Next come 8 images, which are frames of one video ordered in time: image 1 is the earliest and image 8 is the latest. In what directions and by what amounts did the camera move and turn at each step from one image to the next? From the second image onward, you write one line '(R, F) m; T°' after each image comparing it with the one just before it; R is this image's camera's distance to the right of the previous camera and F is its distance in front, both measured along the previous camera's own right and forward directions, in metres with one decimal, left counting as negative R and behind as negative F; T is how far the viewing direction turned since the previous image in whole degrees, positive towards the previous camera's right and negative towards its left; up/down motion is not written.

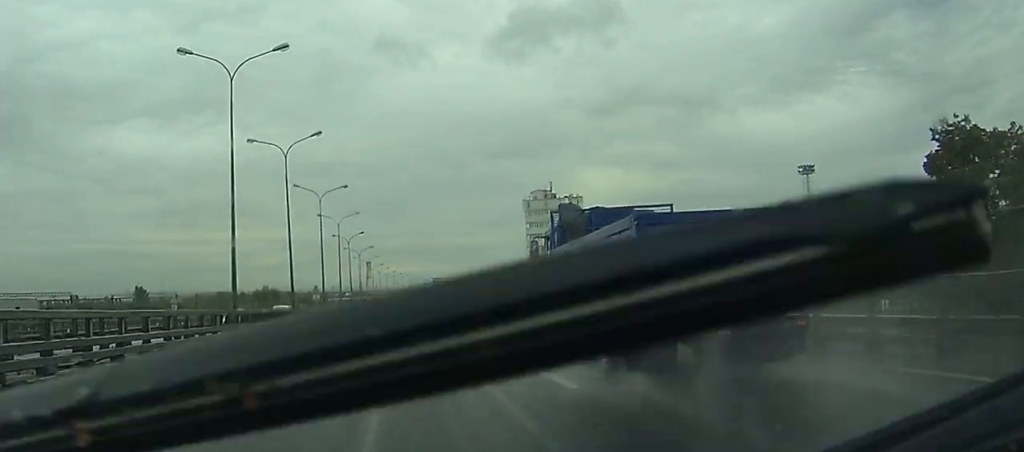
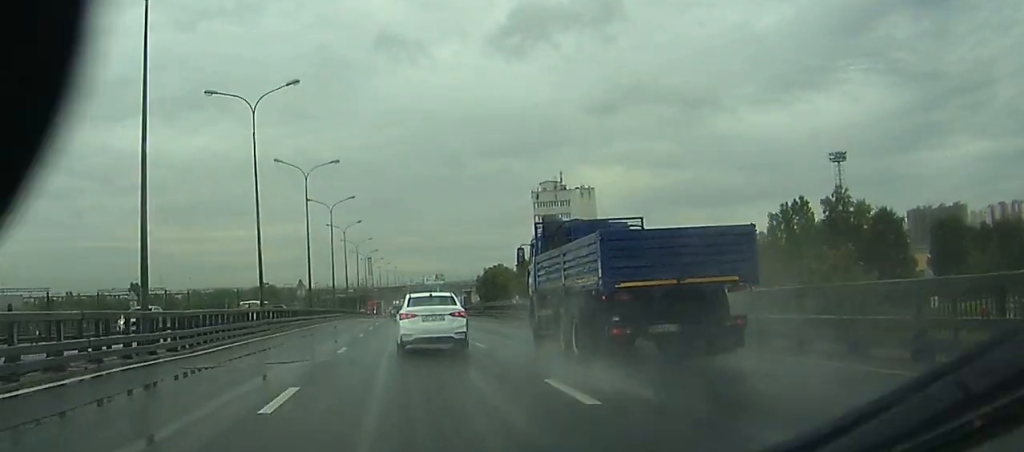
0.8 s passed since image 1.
(0.0, +13.5) m; 0°
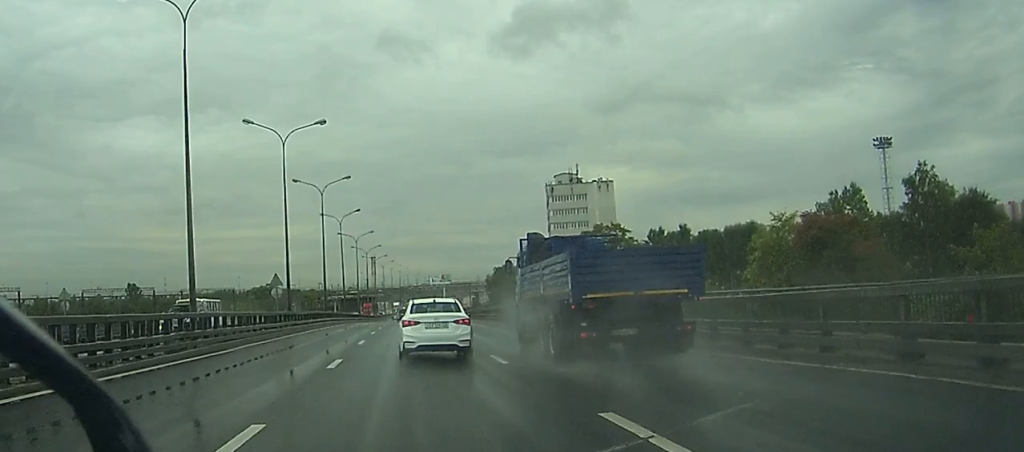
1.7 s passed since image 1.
(0.0, +15.6) m; 0°
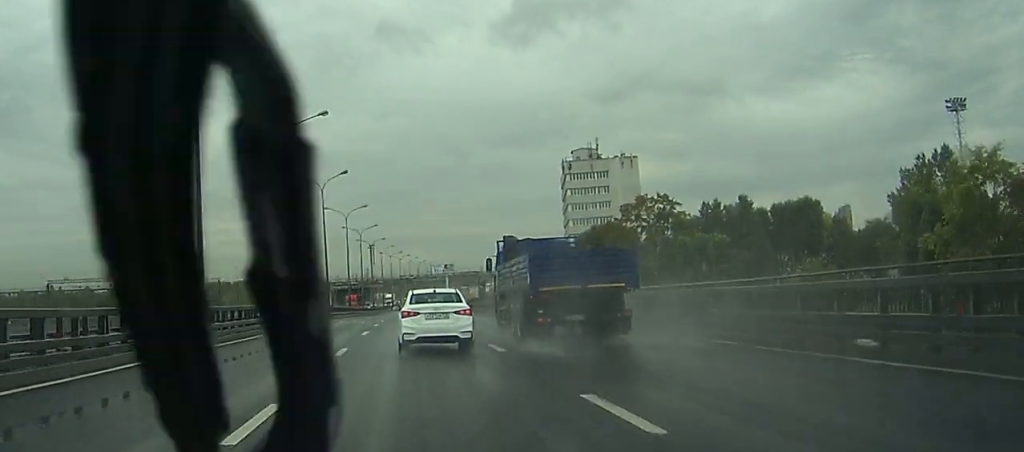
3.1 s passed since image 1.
(0.0, +22.9) m; 0°
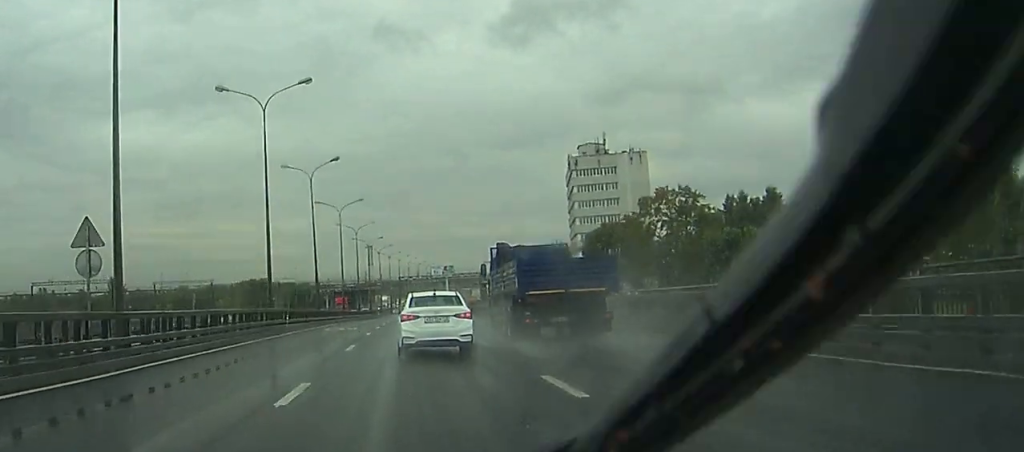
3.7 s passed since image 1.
(0.0, +8.6) m; 0°
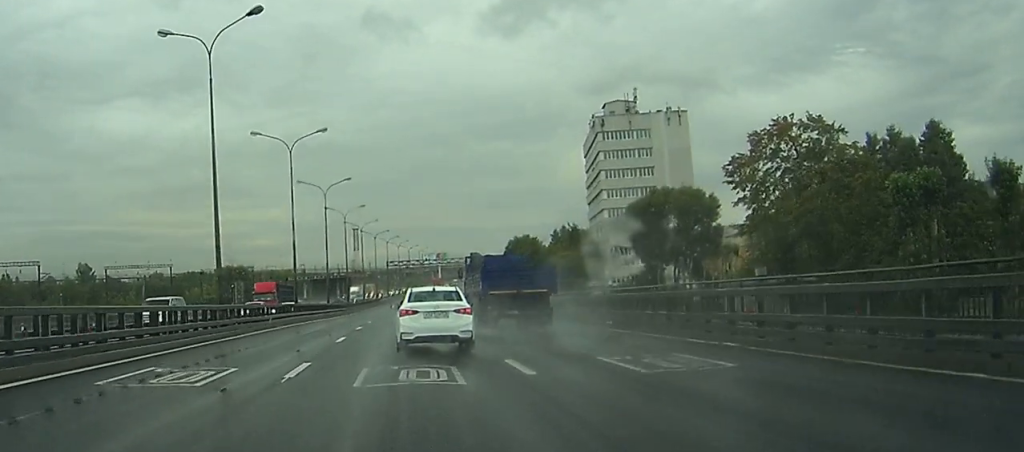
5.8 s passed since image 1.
(+0.2, +33.6) m; +1°
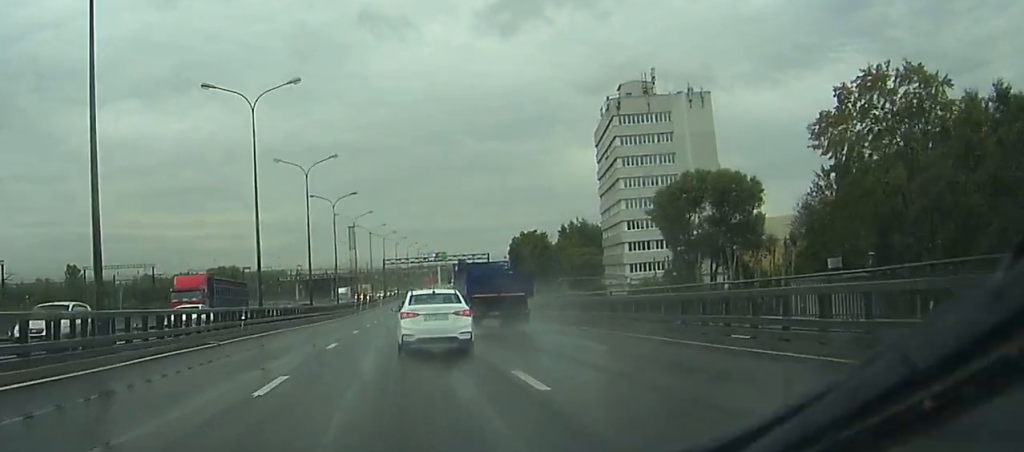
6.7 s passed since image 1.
(+0.1, +14.1) m; 0°
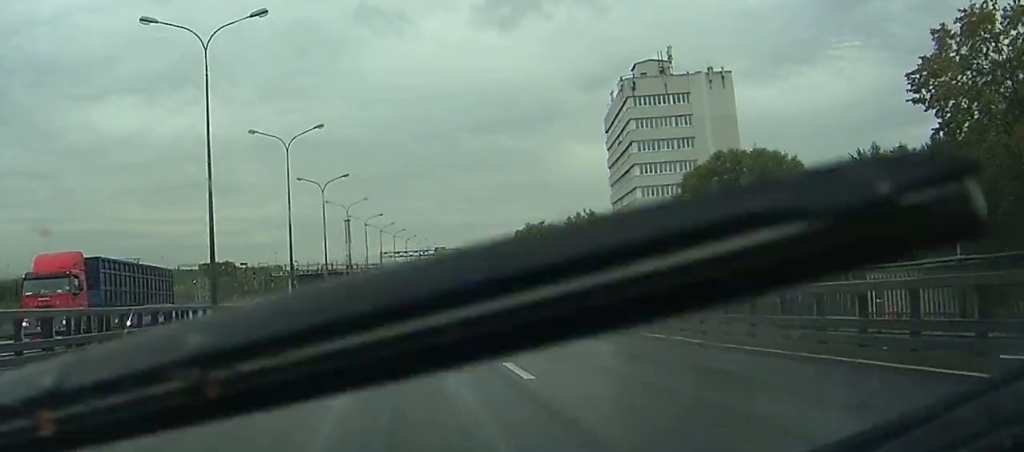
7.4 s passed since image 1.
(-0.1, +10.8) m; 0°
